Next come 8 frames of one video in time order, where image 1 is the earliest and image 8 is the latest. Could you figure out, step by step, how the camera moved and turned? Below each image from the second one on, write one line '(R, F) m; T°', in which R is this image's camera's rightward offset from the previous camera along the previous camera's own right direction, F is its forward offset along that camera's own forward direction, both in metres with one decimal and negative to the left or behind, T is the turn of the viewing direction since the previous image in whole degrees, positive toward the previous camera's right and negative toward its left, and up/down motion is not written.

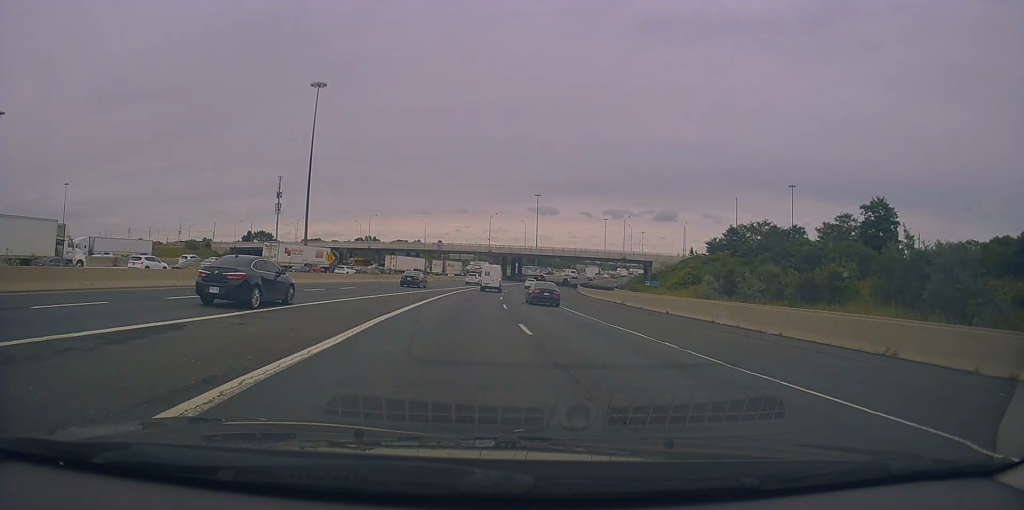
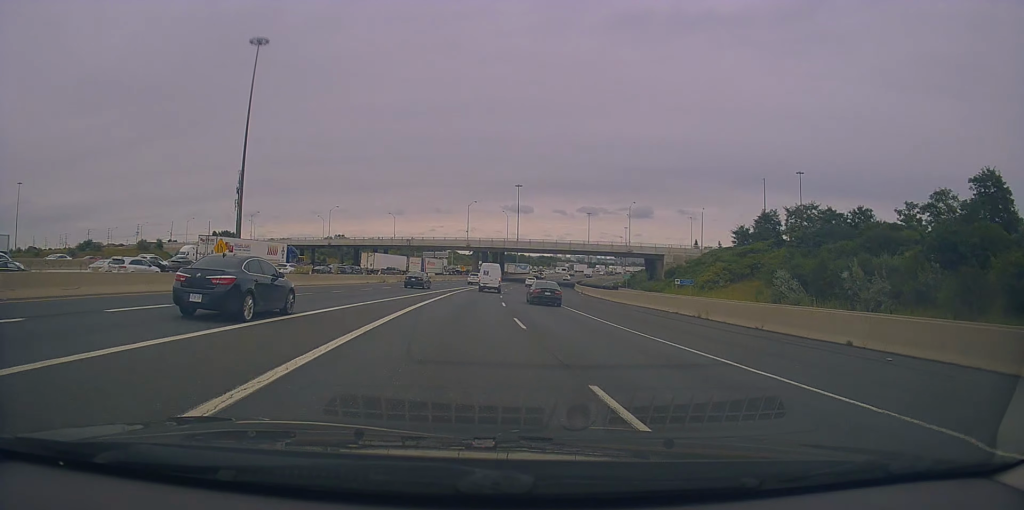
(+0.9, +22.9) m; +3°
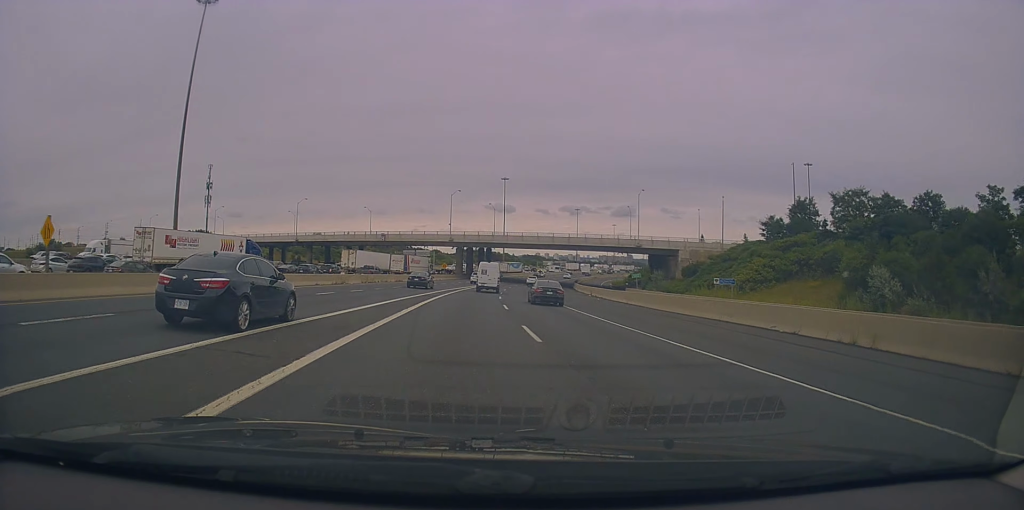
(+0.3, +16.1) m; +1°
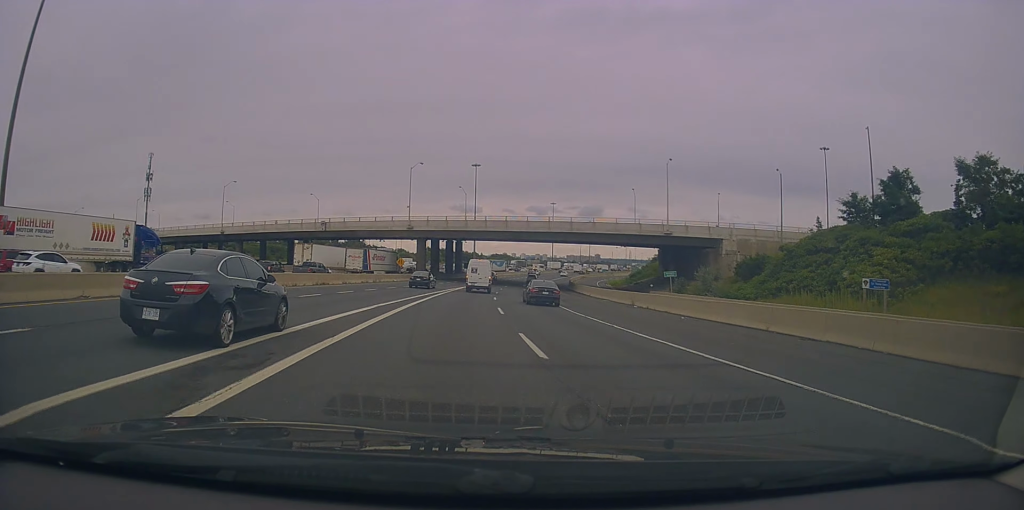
(+0.4, +28.0) m; +3°
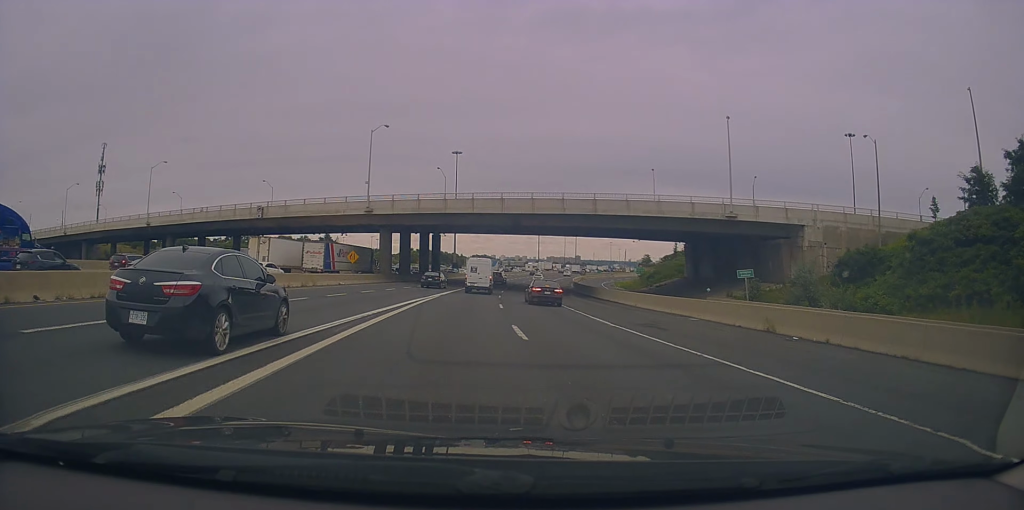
(+0.7, +22.3) m; +3°
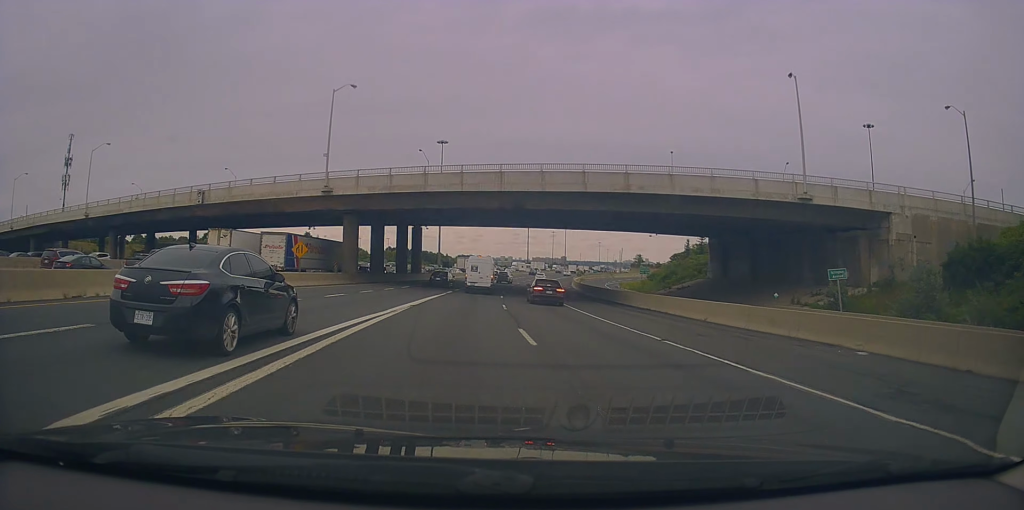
(+0.4, +14.1) m; +1°
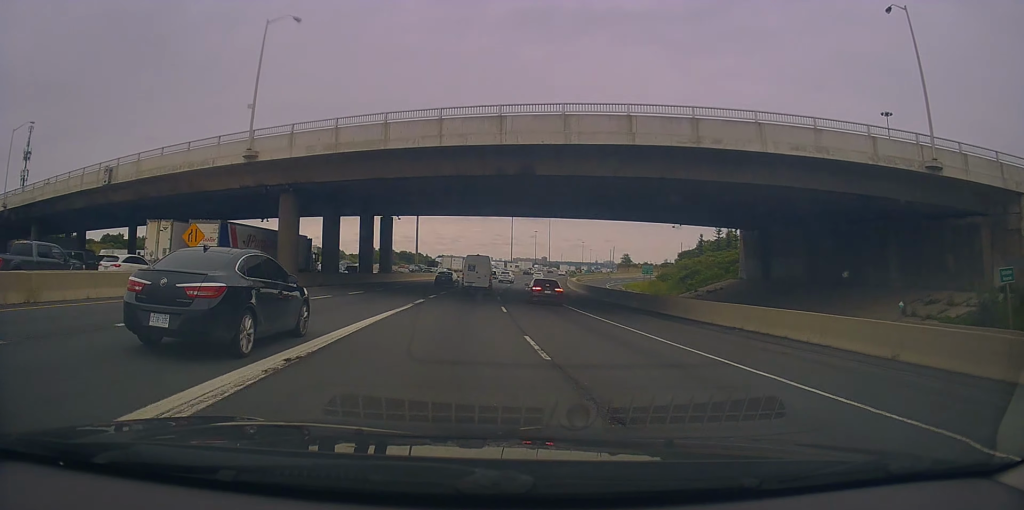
(+0.1, +14.6) m; +1°
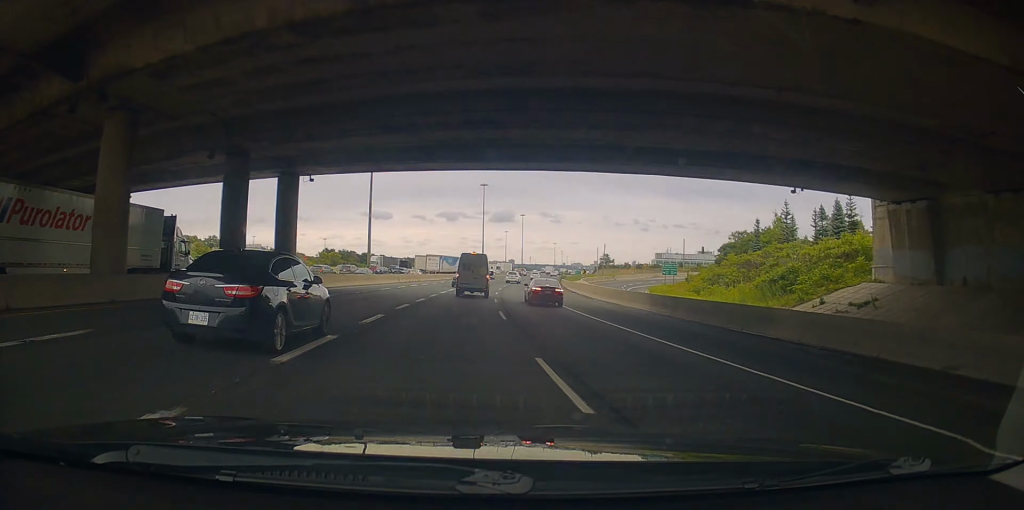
(+0.8, +28.6) m; +3°
